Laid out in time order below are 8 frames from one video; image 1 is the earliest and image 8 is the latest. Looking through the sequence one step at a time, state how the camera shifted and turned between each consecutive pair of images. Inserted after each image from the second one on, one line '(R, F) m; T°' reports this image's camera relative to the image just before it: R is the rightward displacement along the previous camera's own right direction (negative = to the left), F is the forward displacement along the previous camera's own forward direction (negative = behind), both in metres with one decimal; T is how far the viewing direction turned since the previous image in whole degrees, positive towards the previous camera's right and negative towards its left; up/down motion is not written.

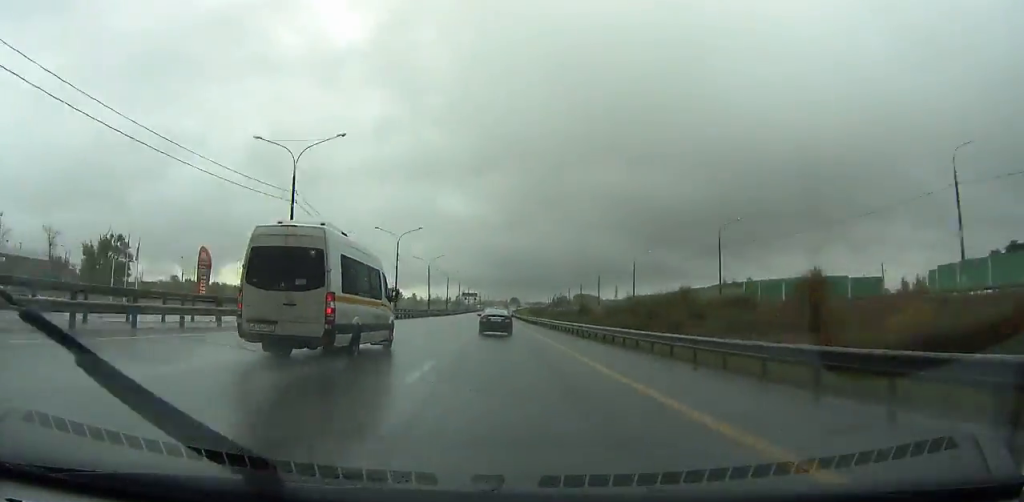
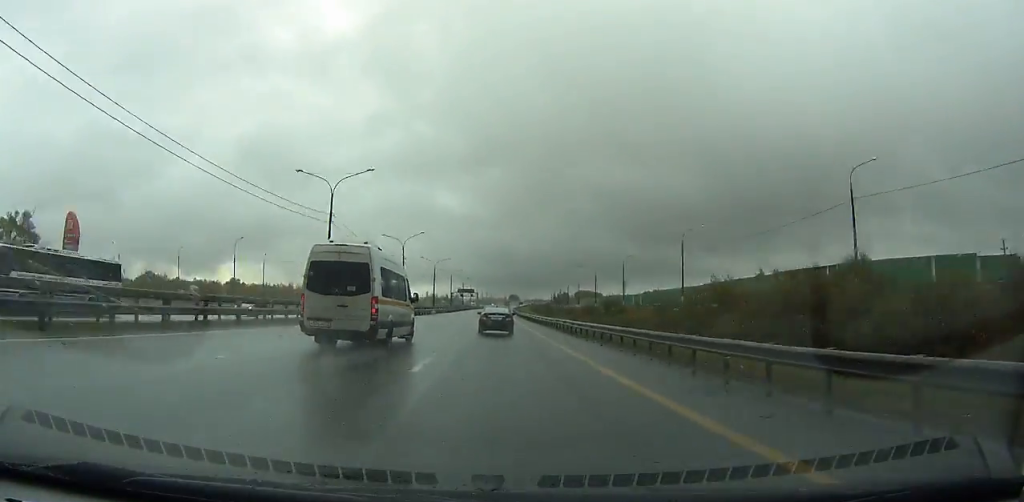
(0.0, +30.7) m; 0°
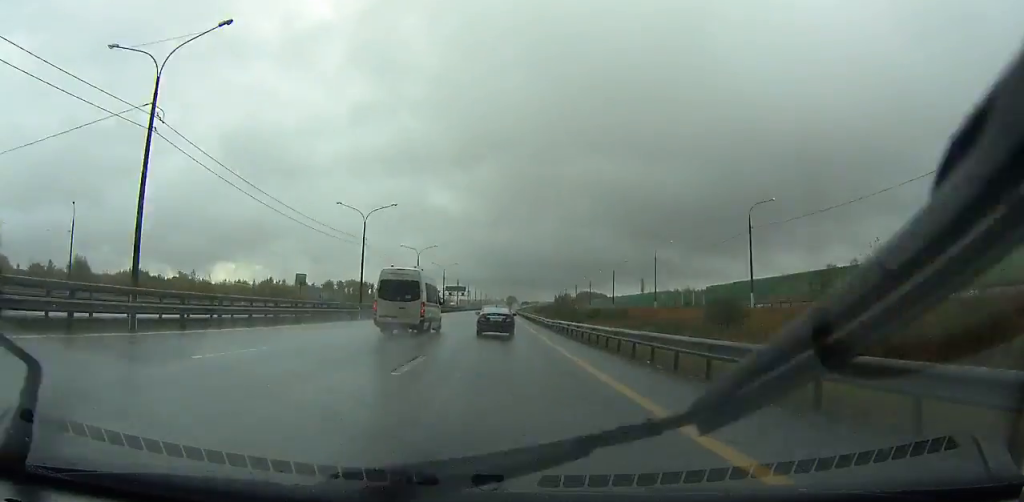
(+0.6, +63.4) m; 0°
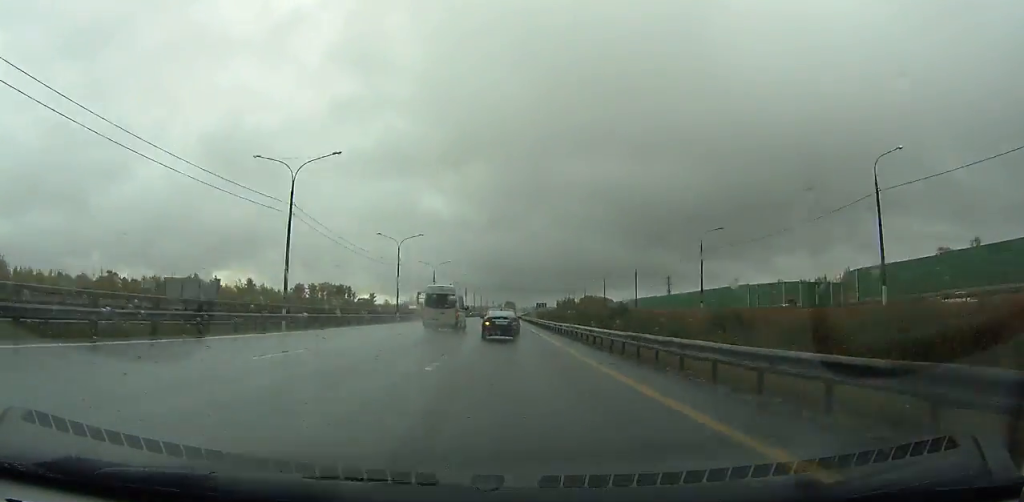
(+0.1, +64.4) m; 0°
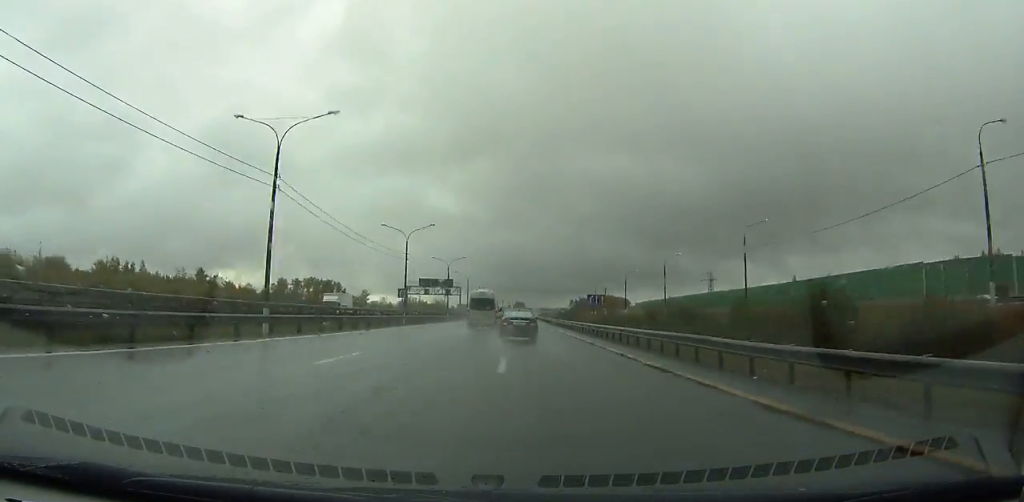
(0.0, +48.8) m; 0°
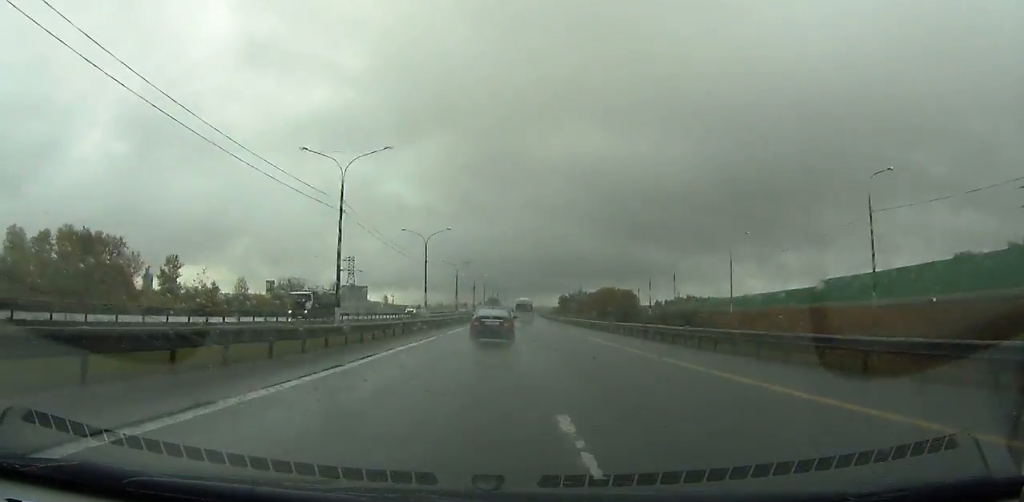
(+3.1, +186.0) m; +2°
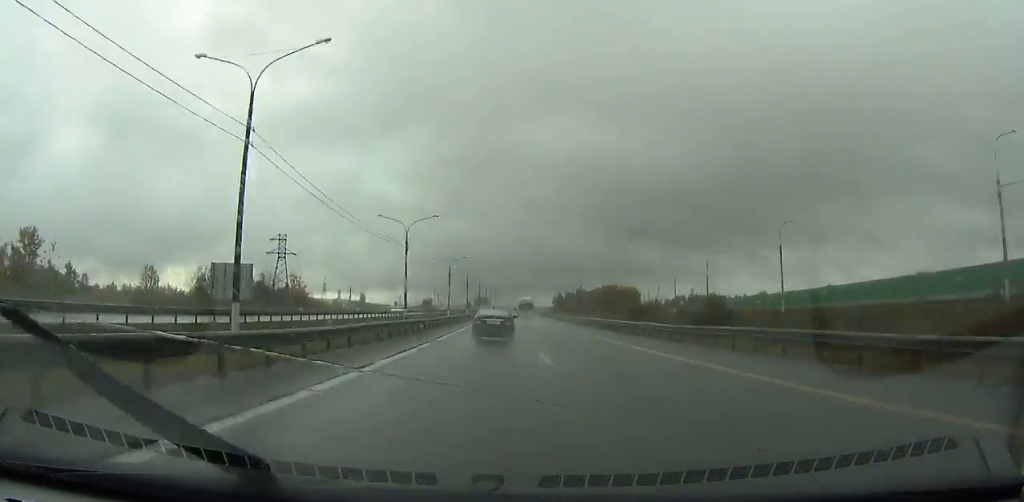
(+0.2, +53.8) m; +1°
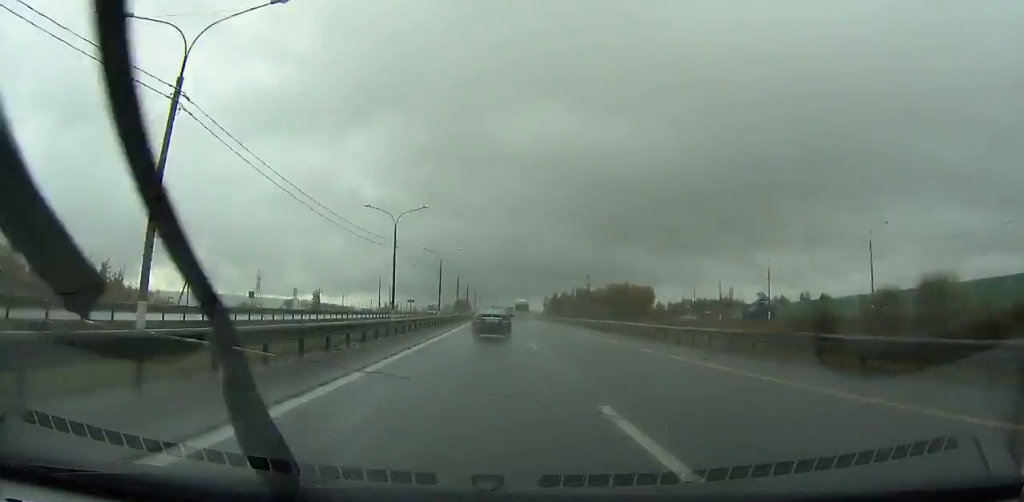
(+1.1, +89.4) m; +1°
